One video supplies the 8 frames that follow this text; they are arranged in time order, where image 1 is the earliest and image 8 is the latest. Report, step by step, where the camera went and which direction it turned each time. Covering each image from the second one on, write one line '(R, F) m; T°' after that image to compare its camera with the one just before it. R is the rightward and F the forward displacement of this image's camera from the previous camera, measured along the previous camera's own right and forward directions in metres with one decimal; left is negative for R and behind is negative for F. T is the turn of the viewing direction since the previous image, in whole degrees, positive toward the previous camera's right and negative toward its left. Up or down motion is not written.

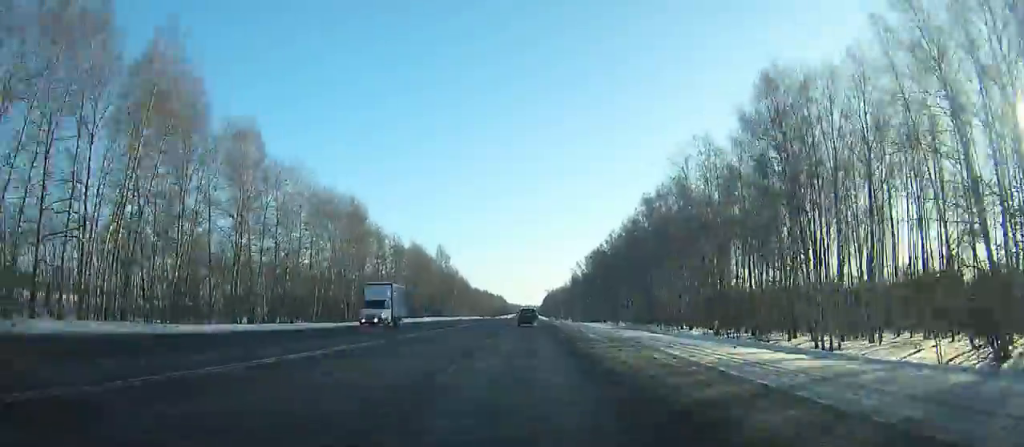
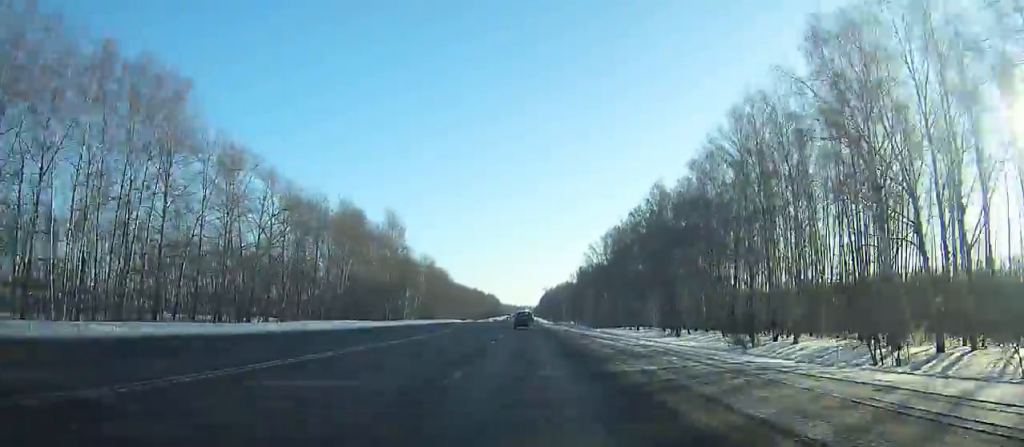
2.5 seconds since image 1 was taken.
(-0.1, +60.1) m; 0°
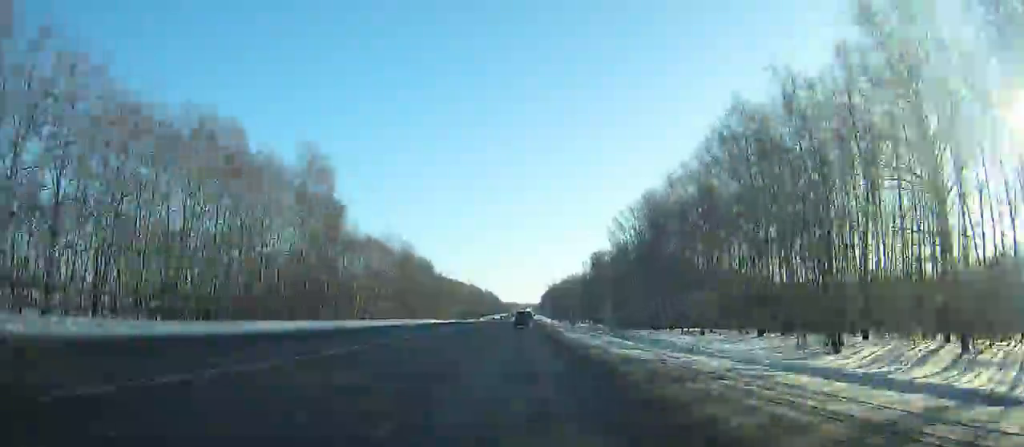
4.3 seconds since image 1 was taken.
(0.0, +43.4) m; 0°
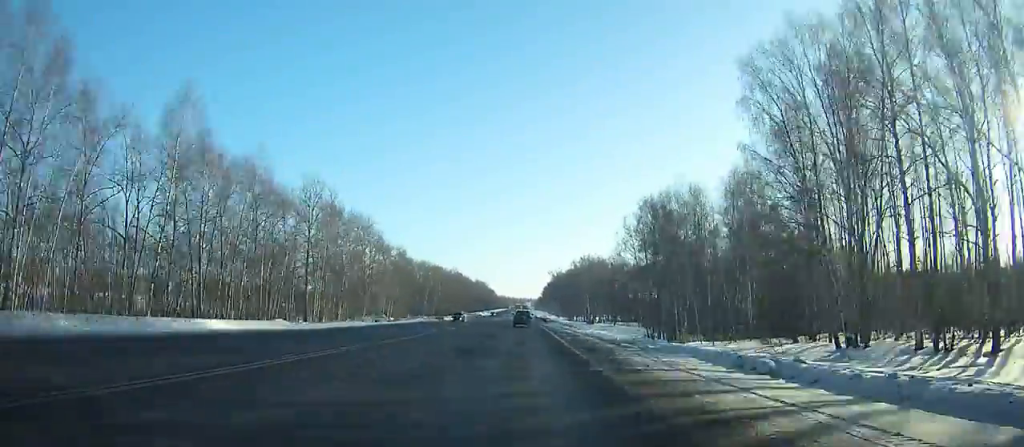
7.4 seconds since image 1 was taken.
(+0.1, +75.0) m; 0°
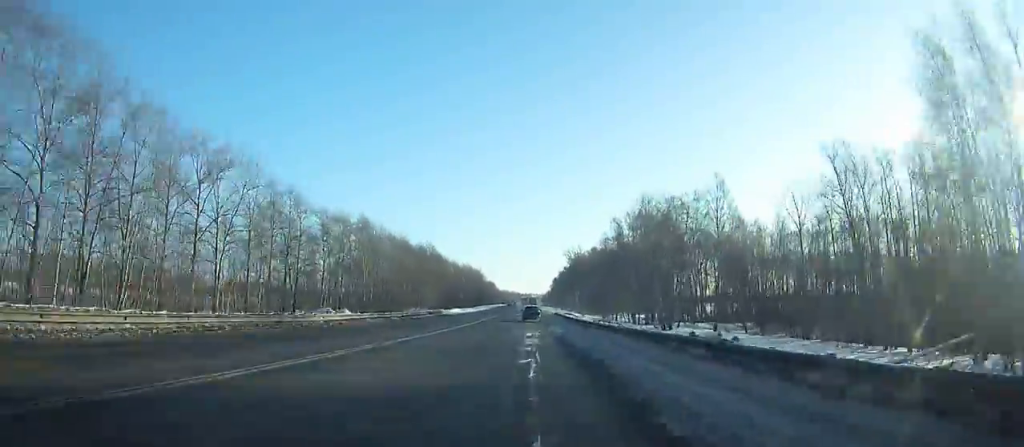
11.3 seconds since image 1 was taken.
(+0.2, +95.0) m; 0°
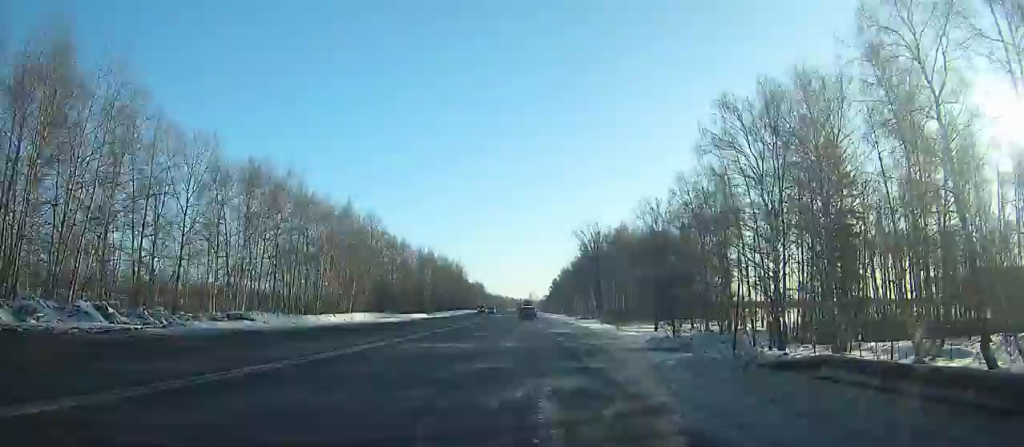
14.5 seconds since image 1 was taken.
(0.0, +78.4) m; 0°
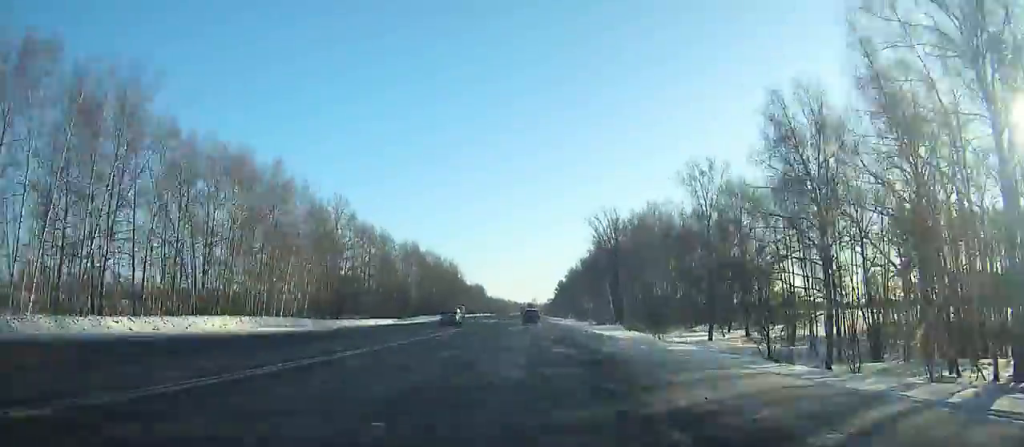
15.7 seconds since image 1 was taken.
(0.0, +29.5) m; 0°
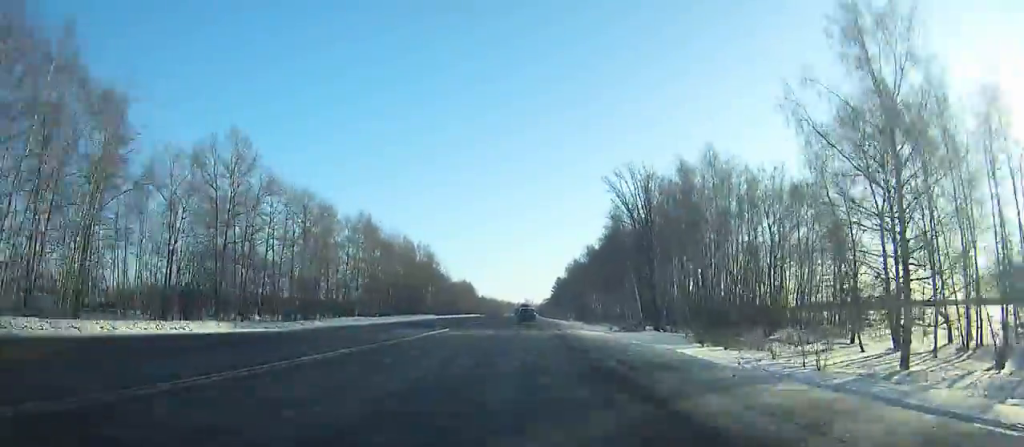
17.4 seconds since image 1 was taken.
(+0.1, +41.7) m; 0°
